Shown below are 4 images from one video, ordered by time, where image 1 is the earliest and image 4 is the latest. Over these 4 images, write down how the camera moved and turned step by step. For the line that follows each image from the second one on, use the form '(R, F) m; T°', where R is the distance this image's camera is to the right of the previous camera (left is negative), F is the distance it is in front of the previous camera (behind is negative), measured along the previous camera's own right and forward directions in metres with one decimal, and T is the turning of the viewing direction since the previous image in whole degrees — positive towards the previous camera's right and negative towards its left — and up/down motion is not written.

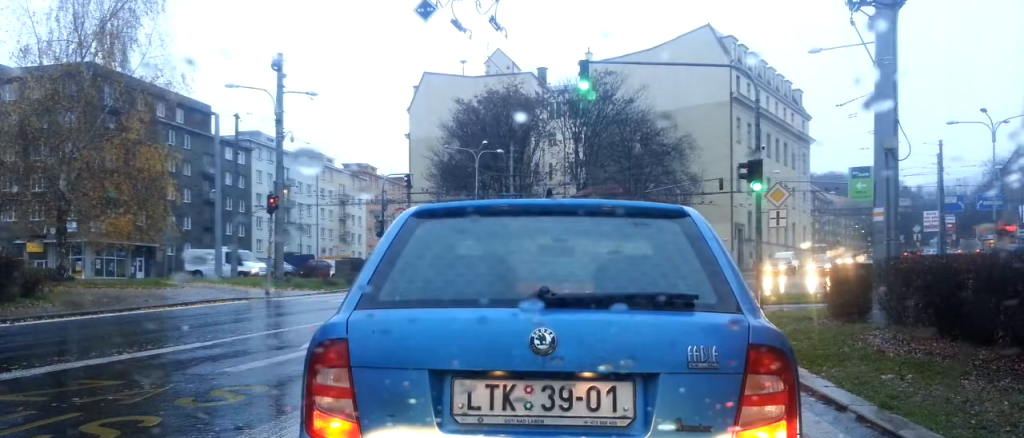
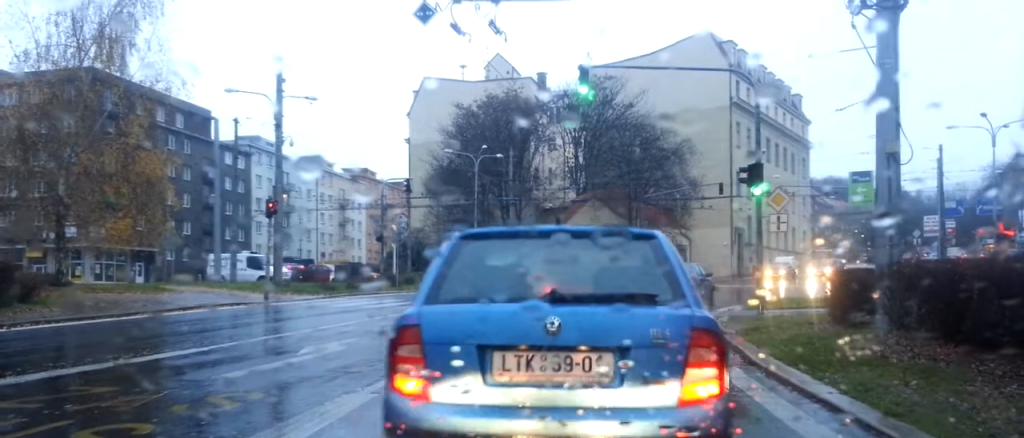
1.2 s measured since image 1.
(-0.3, +0.5) m; 0°
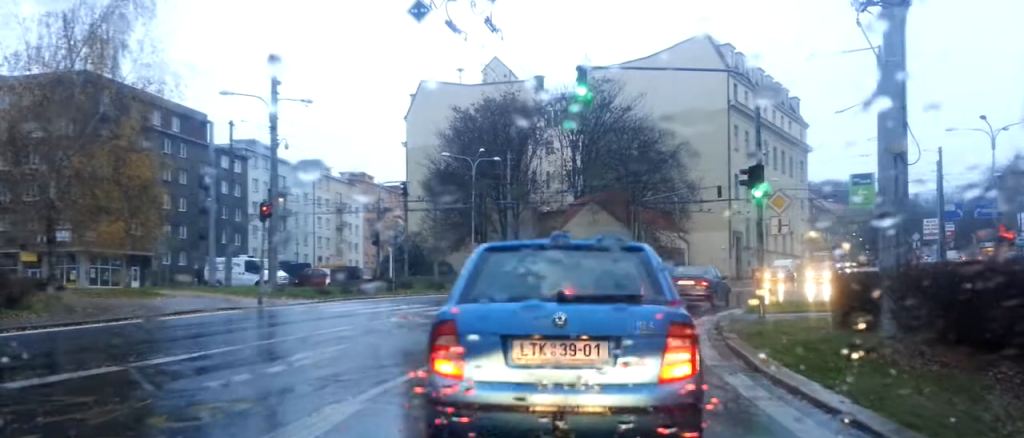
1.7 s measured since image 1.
(-0.2, +0.4) m; 0°
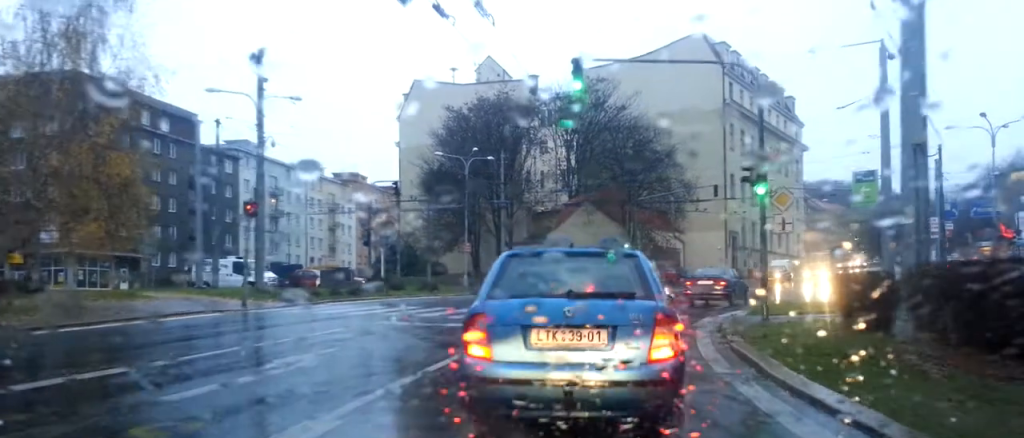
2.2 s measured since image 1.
(+0.2, +1.0) m; +4°
